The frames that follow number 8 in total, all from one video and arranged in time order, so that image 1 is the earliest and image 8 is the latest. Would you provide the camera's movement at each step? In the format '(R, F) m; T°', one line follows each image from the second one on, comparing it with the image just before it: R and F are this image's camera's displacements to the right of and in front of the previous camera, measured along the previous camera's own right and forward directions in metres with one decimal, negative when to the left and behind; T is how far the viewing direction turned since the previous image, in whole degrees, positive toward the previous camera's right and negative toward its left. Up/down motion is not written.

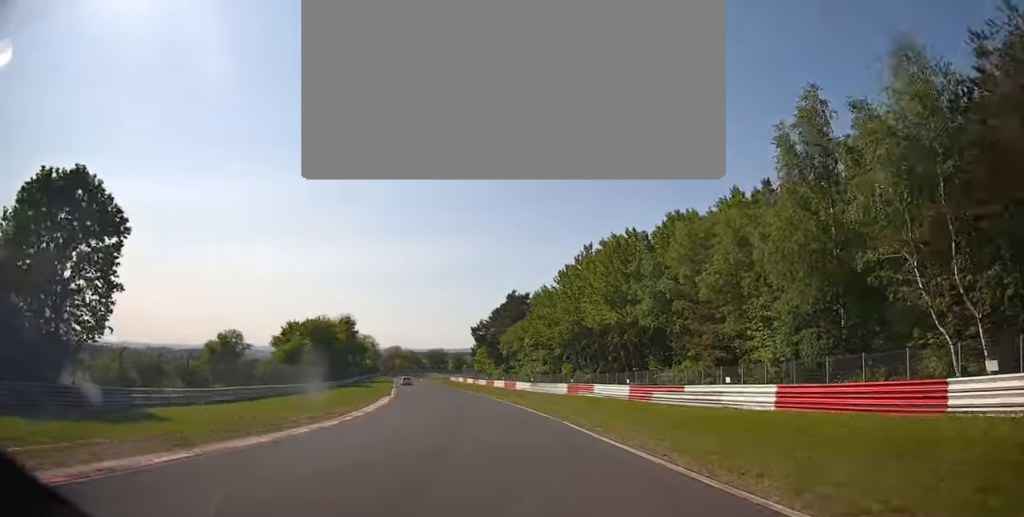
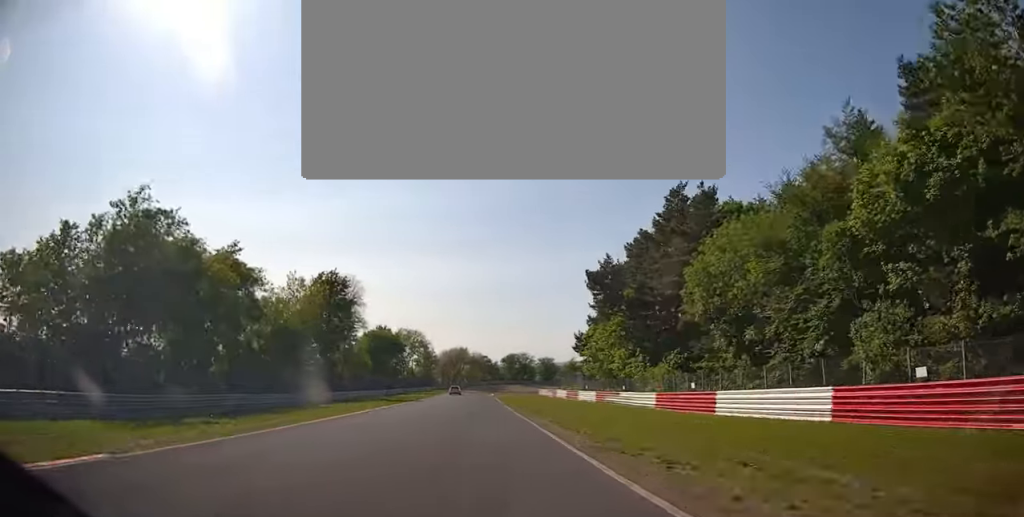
(-7.2, +67.3) m; -10°
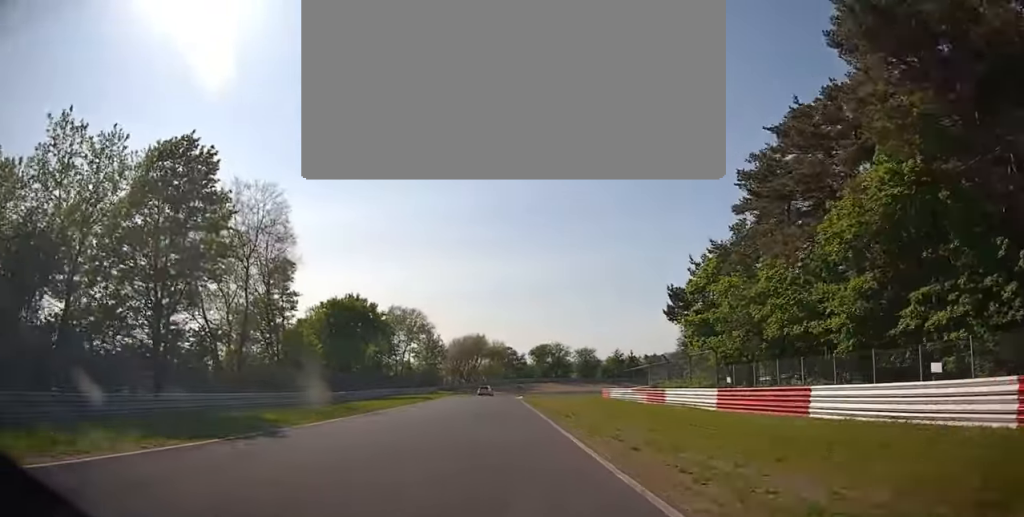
(-0.7, +37.3) m; -1°
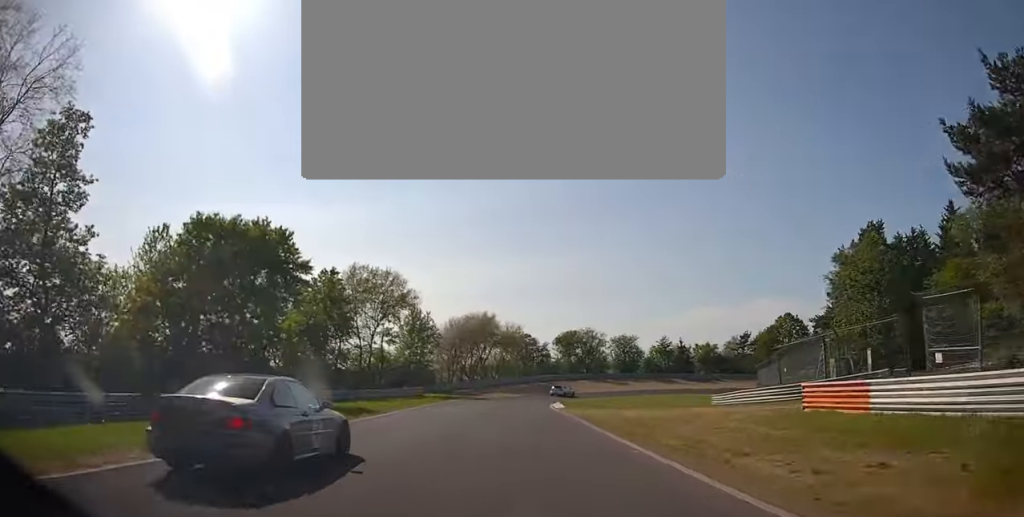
(-0.1, +32.2) m; 0°
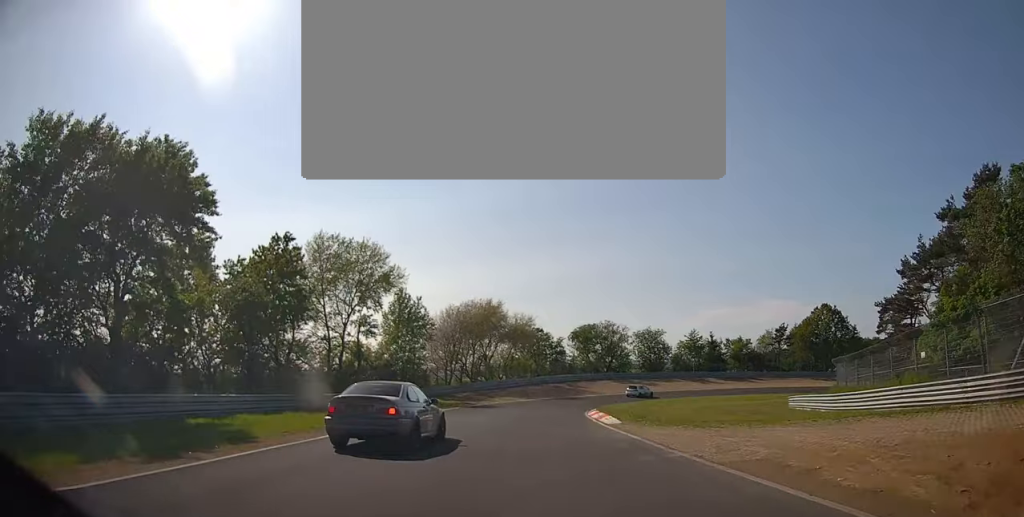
(+0.1, +13.5) m; +3°
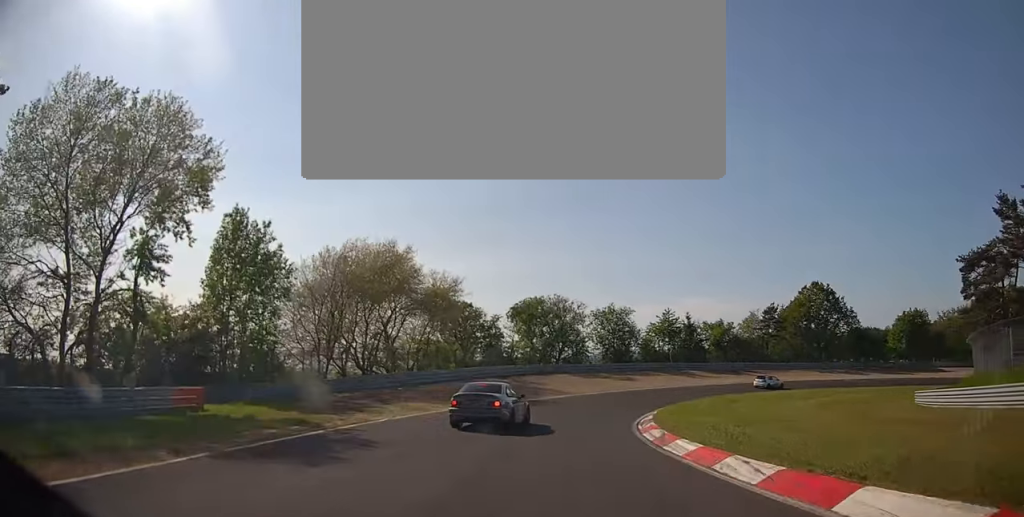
(+1.4, +25.0) m; +12°
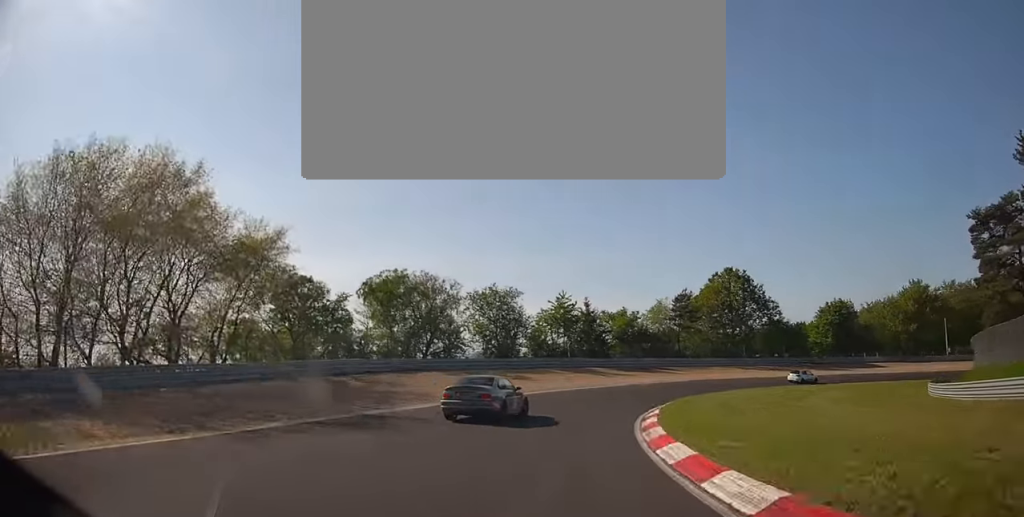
(+1.7, +15.4) m; +13°
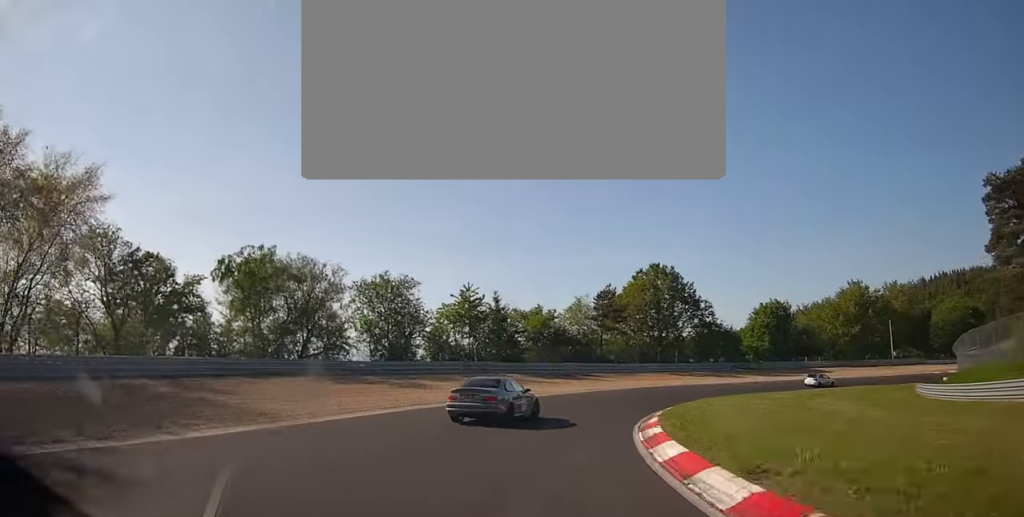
(+0.2, +10.2) m; +10°
